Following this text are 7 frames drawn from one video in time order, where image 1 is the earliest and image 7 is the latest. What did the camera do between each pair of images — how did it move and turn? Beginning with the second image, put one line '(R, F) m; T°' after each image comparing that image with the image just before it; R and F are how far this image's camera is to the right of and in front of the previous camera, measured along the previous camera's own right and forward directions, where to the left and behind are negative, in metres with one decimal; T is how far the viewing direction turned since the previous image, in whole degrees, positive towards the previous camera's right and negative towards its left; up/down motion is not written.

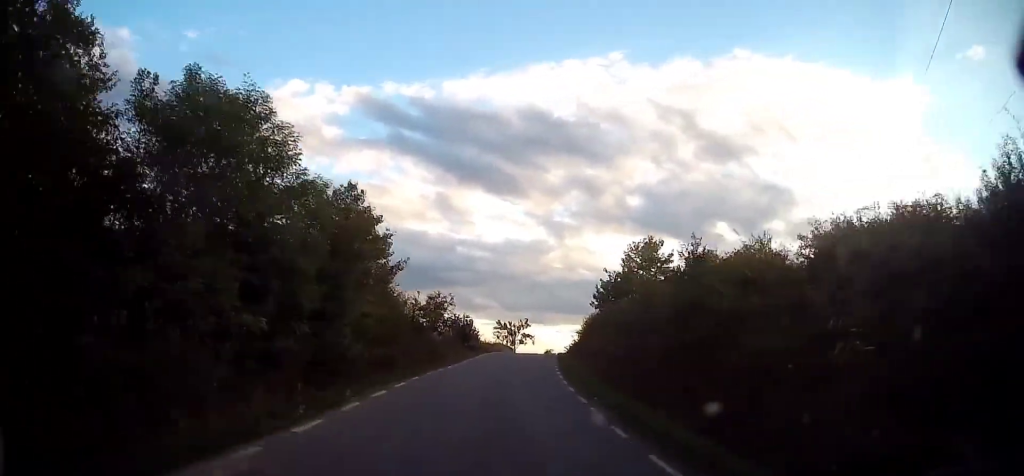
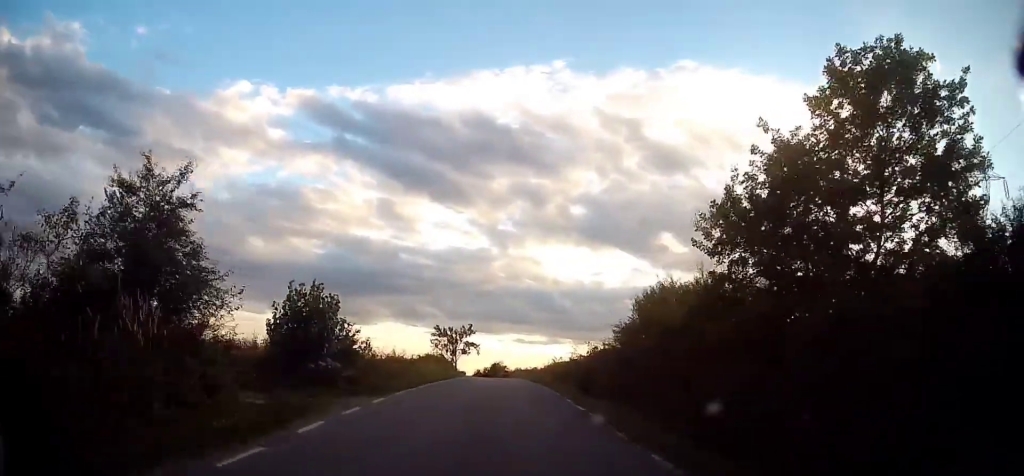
(+1.5, +28.2) m; +6°
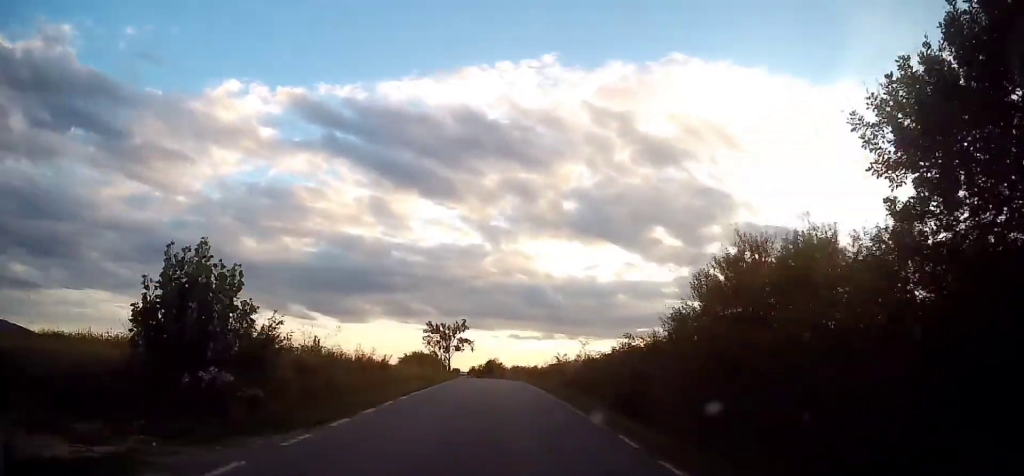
(+0.1, +6.4) m; +1°
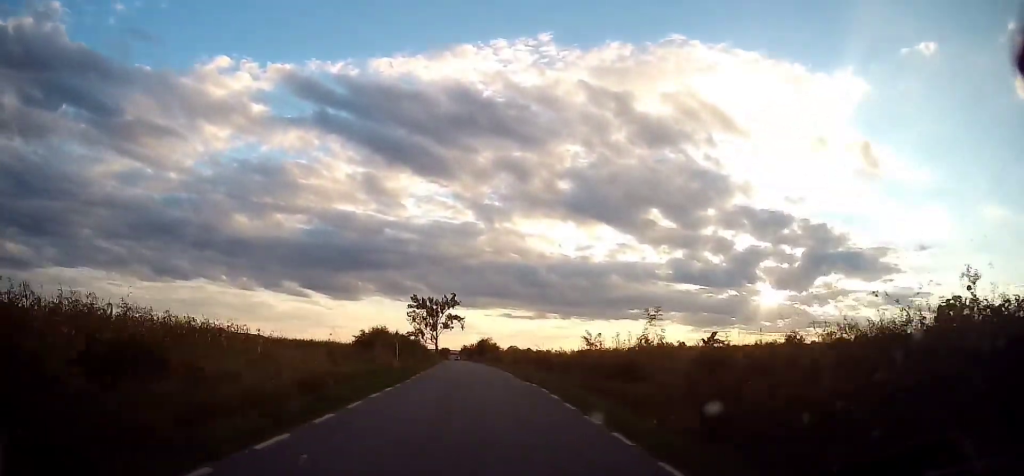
(+0.3, +16.3) m; +2°
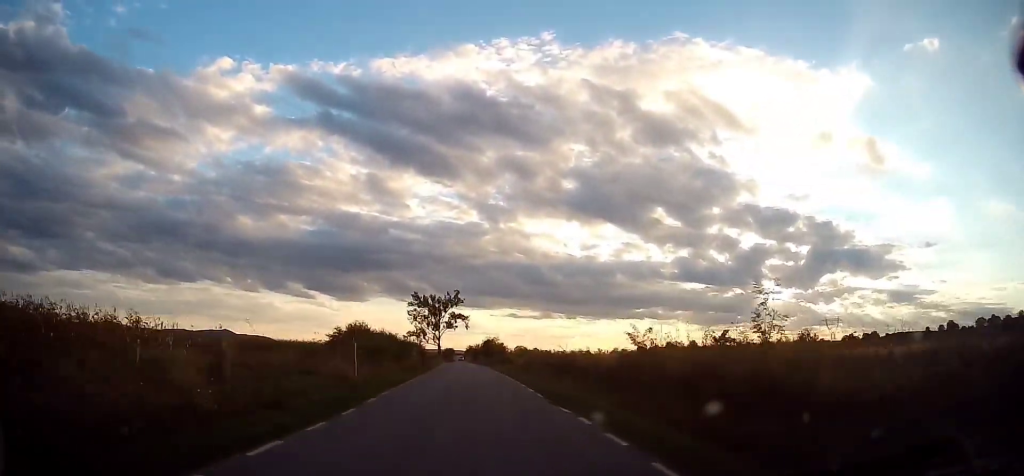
(+0.2, +7.9) m; 0°
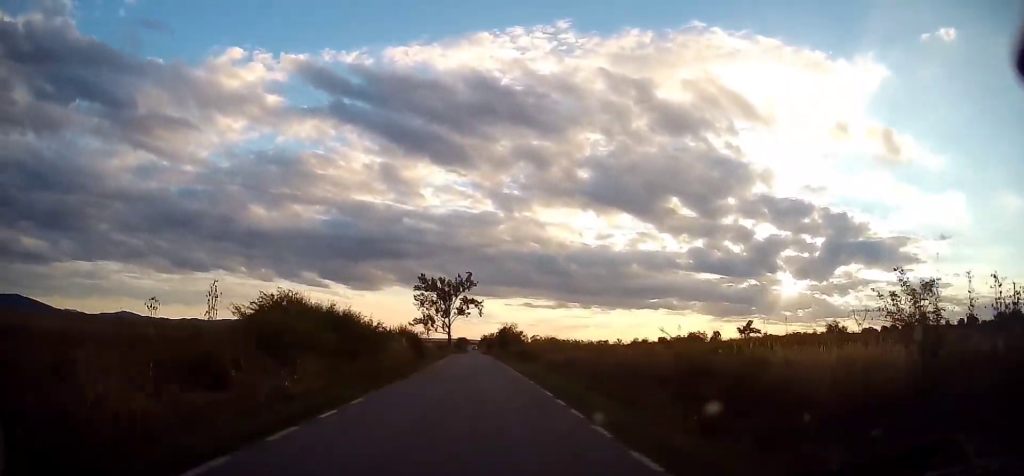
(-0.2, +13.4) m; -1°
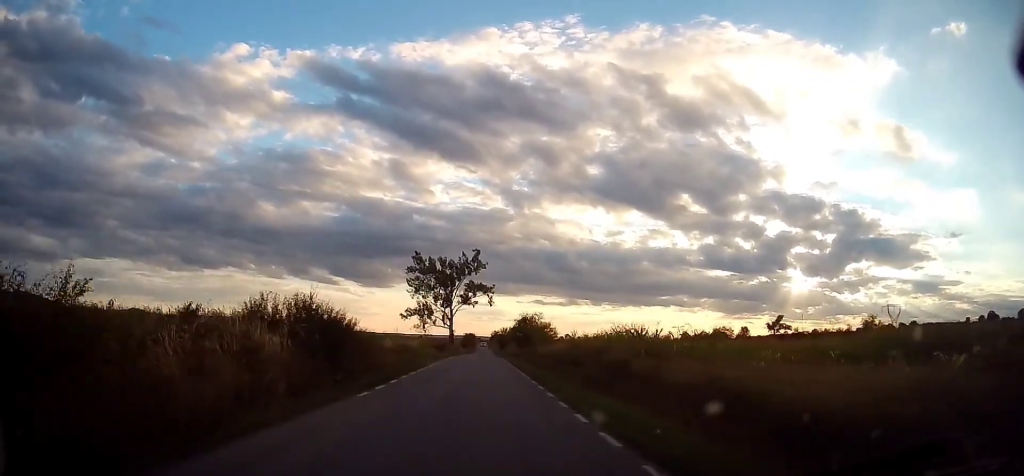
(-0.8, +22.9) m; -3°
